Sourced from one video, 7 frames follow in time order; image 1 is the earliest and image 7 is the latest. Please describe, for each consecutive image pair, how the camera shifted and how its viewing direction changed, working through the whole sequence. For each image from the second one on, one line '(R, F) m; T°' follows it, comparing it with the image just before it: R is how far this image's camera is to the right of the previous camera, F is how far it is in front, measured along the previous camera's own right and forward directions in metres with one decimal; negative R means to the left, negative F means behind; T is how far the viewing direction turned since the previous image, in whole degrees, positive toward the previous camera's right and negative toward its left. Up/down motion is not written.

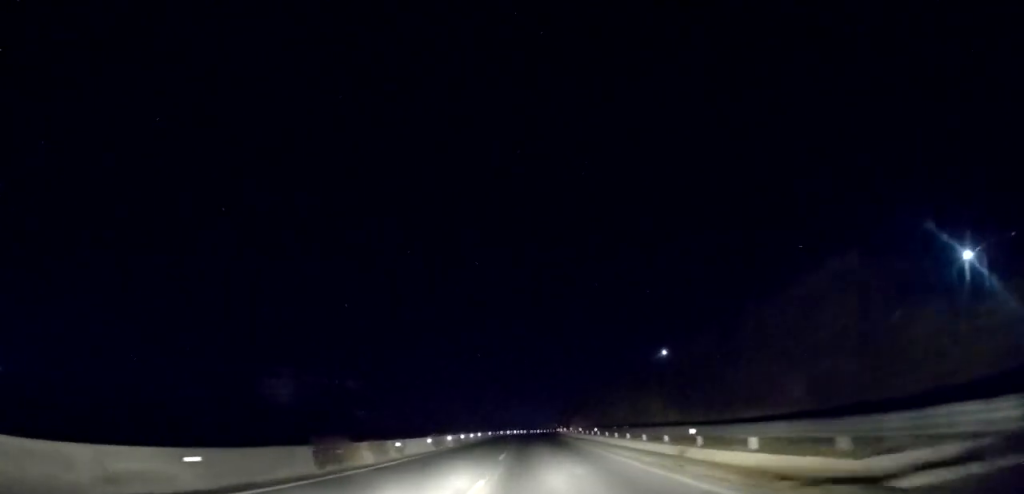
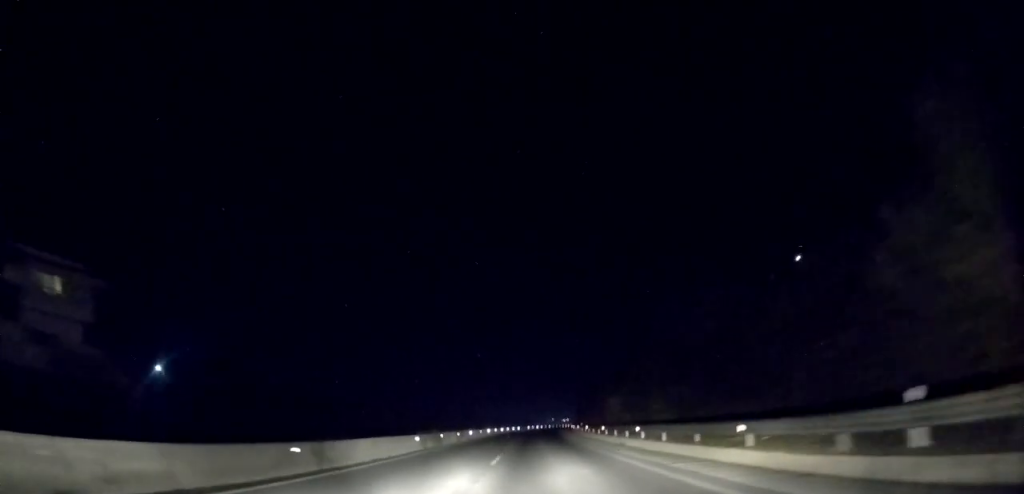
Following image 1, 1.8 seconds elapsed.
(+0.2, +51.6) m; +1°
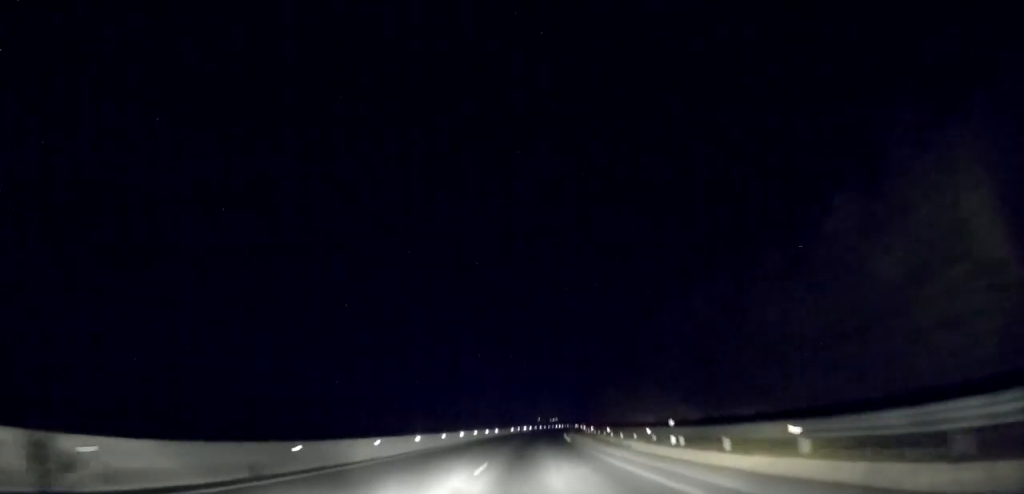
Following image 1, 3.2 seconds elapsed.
(0.0, +38.6) m; +2°
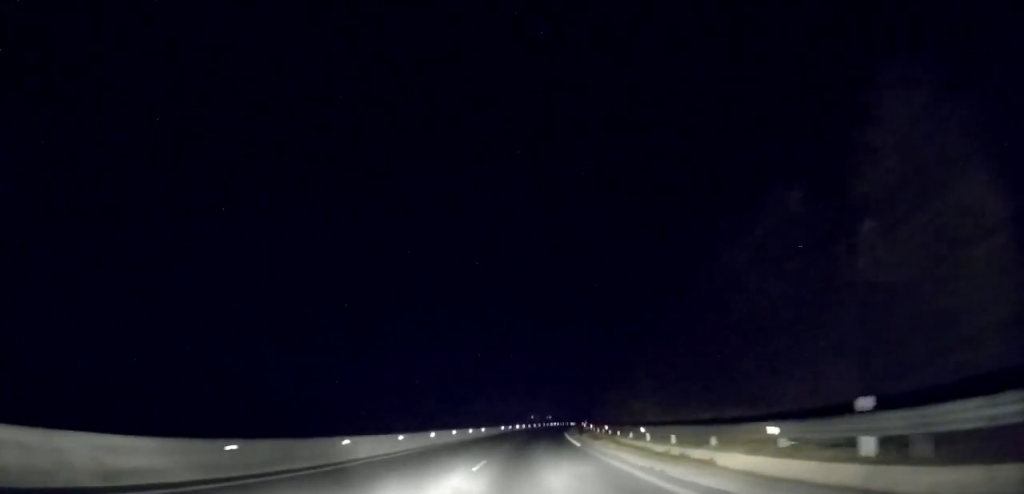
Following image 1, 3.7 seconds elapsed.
(+0.4, +11.3) m; +1°
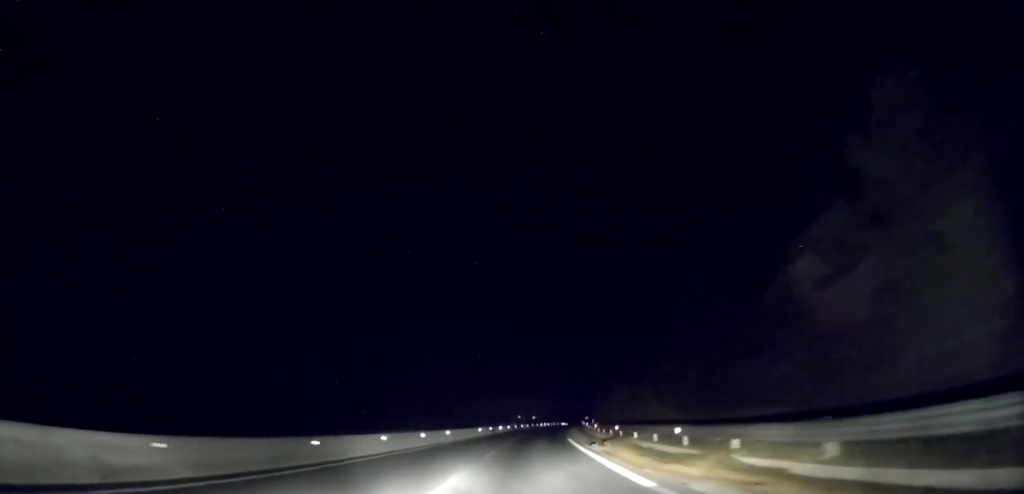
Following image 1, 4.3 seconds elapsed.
(+0.4, +18.1) m; +1°
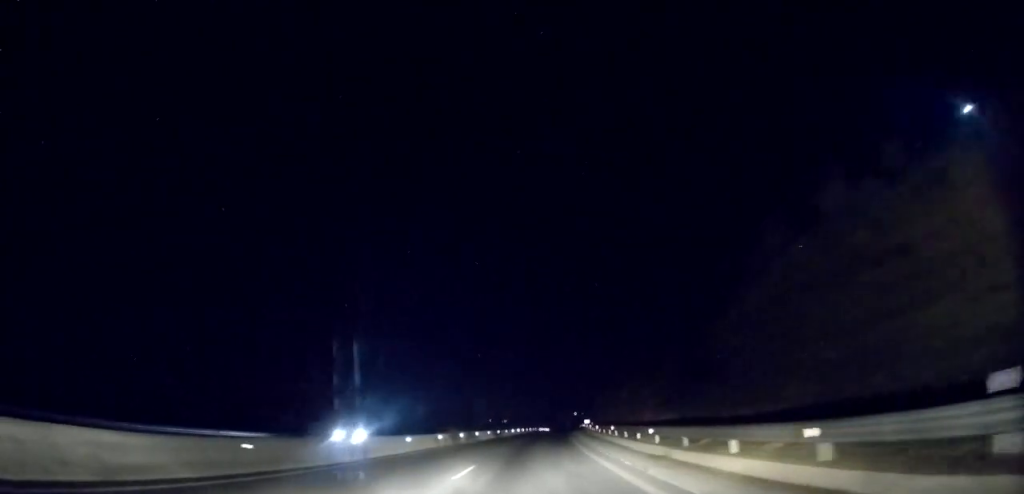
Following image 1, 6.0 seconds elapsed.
(+0.8, +44.8) m; +3°
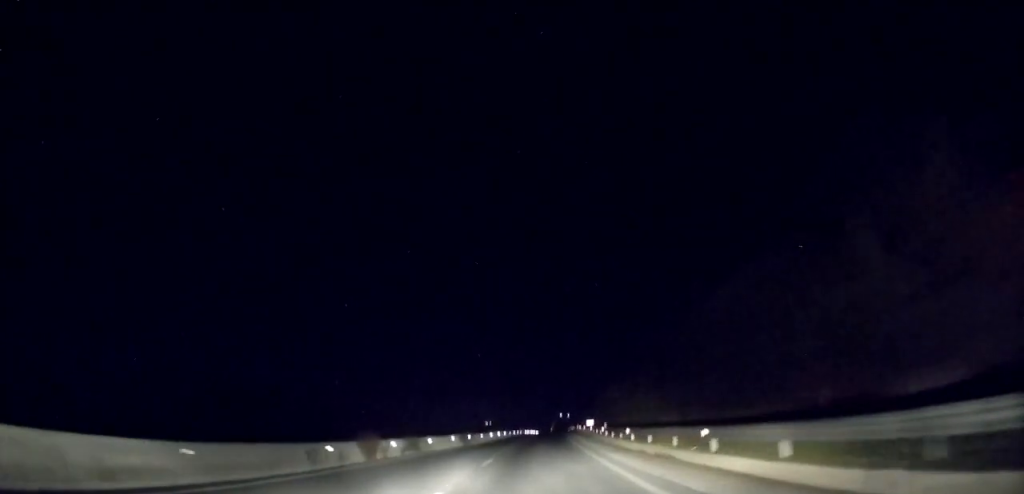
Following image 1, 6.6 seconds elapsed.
(+0.2, +18.6) m; +1°
